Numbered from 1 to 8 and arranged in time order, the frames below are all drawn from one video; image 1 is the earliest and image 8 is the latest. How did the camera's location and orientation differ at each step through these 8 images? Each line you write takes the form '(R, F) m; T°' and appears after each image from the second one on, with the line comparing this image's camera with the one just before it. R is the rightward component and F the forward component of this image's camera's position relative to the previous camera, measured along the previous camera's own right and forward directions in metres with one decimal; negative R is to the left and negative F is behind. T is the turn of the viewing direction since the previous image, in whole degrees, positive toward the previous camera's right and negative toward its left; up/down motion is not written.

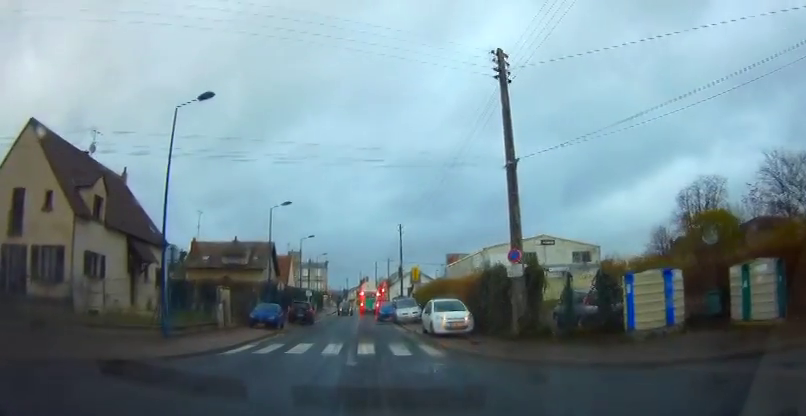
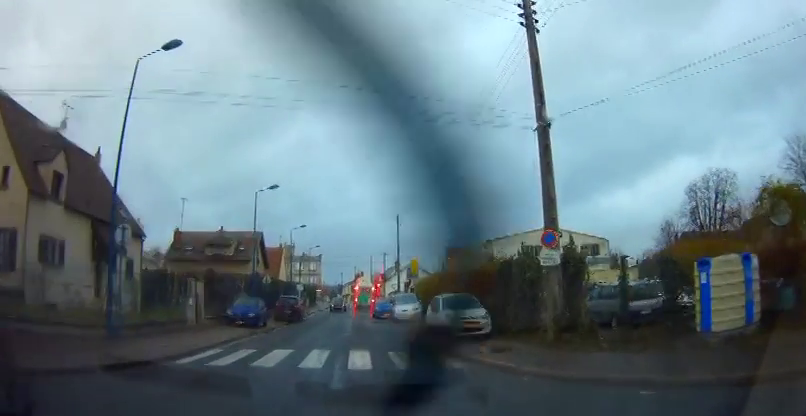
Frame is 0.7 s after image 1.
(0.0, +3.4) m; -1°
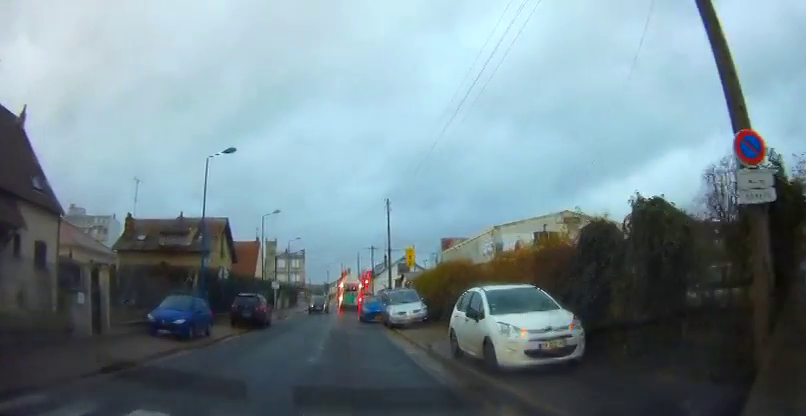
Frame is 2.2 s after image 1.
(0.0, +7.5) m; +2°
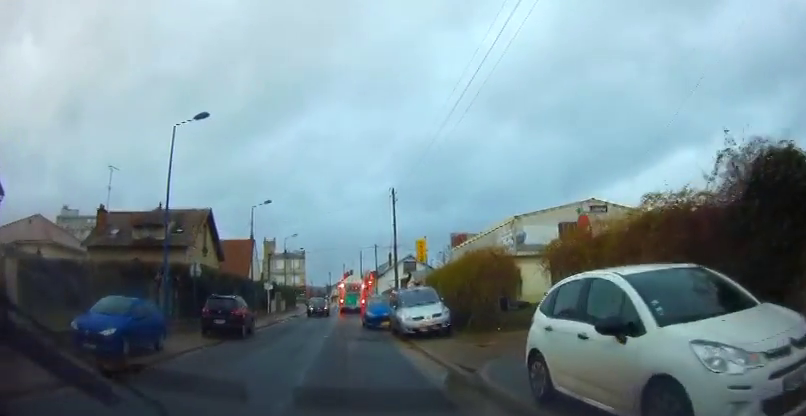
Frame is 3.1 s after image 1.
(+0.2, +5.1) m; +1°
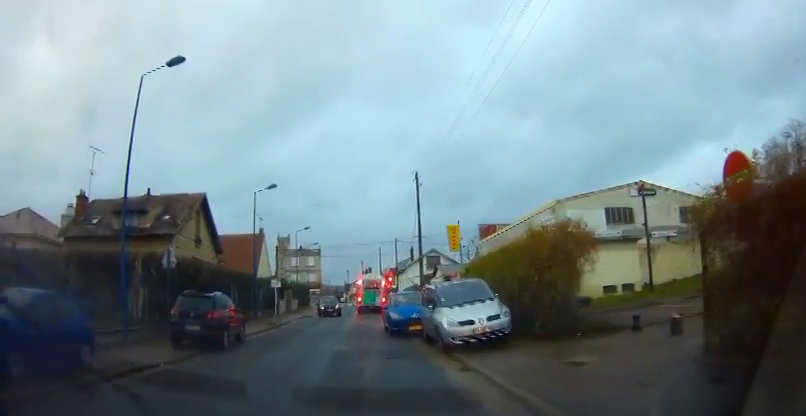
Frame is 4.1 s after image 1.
(-0.1, +5.3) m; -3°
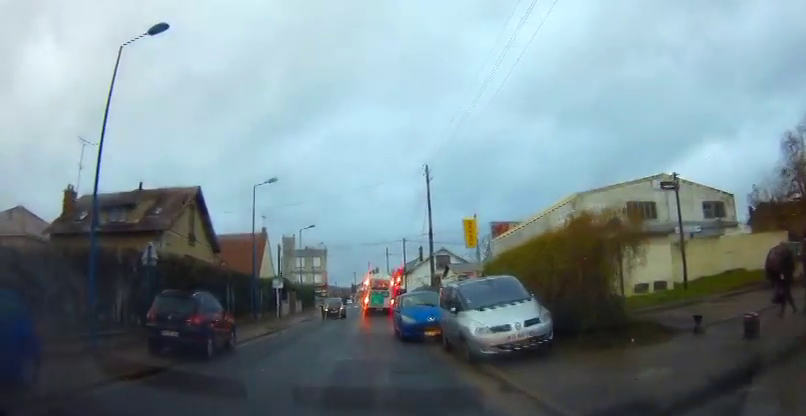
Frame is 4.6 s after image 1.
(0.0, +2.4) m; -2°
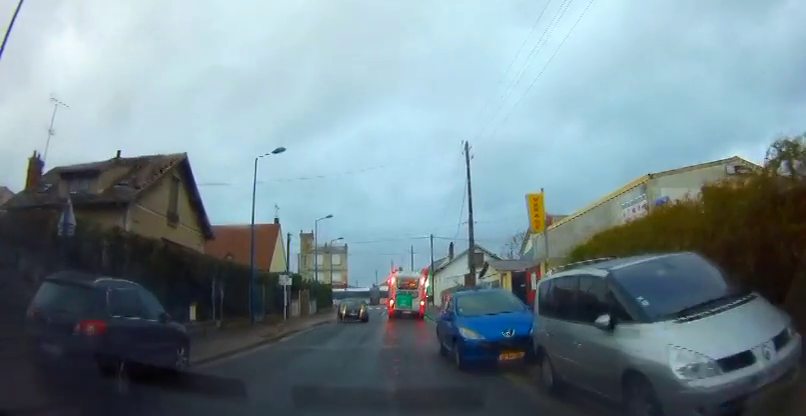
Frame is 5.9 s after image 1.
(-0.2, +6.3) m; -4°
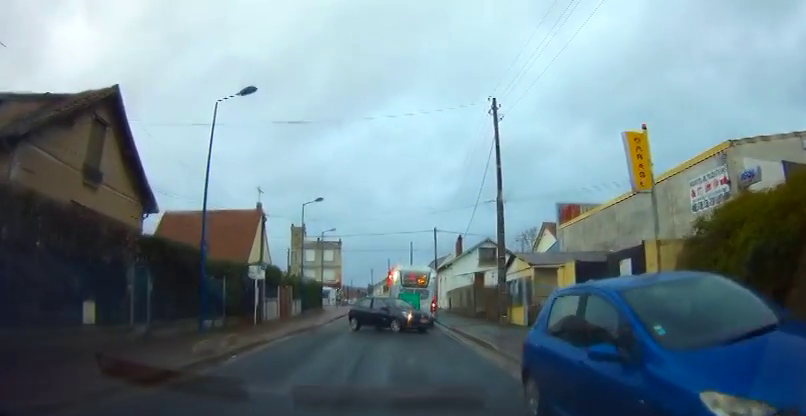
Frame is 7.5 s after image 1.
(+0.1, +7.2) m; +2°
